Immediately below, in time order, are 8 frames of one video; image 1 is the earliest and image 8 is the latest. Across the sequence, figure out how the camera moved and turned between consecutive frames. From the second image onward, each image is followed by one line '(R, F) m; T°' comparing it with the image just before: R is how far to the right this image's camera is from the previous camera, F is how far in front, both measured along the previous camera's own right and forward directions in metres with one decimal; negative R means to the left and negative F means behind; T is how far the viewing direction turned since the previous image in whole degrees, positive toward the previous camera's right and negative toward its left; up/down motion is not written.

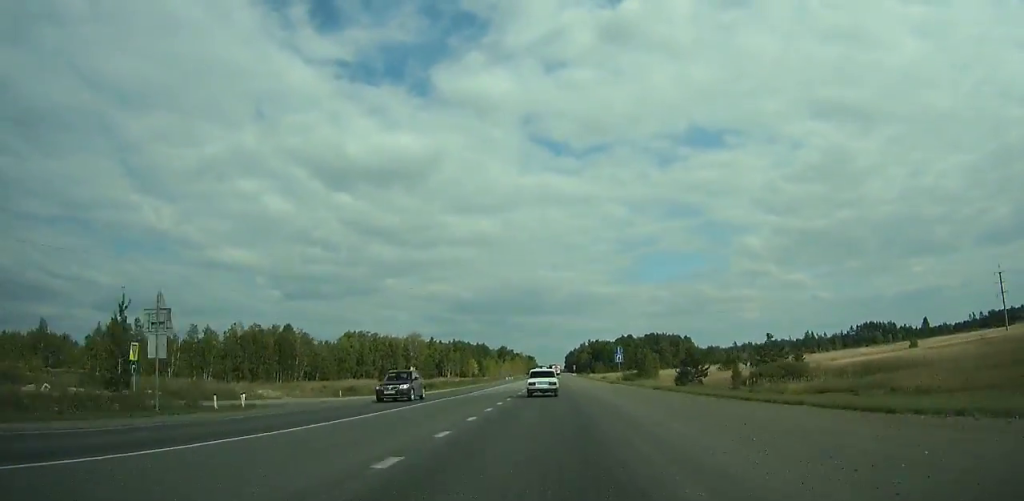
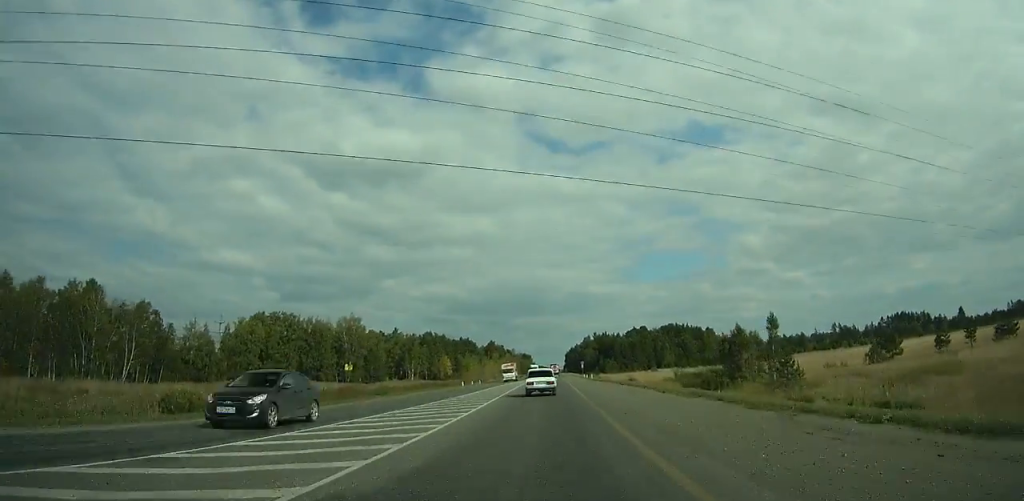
(+0.5, +69.9) m; +1°
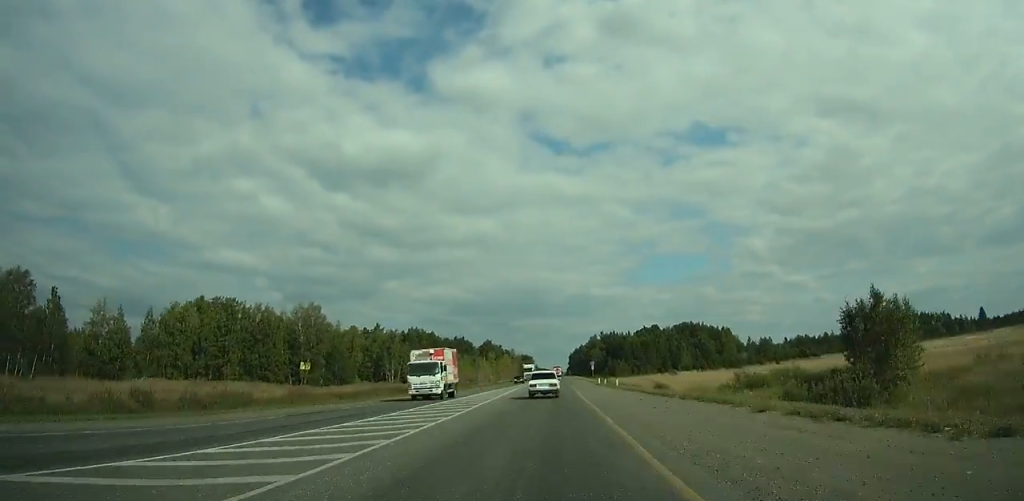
(+0.3, +29.4) m; 0°
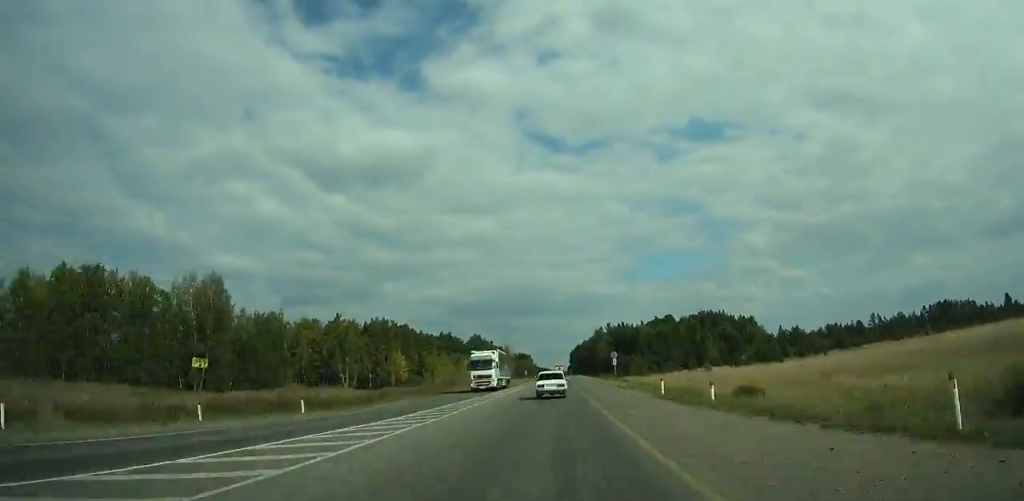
(-0.2, +40.1) m; -2°
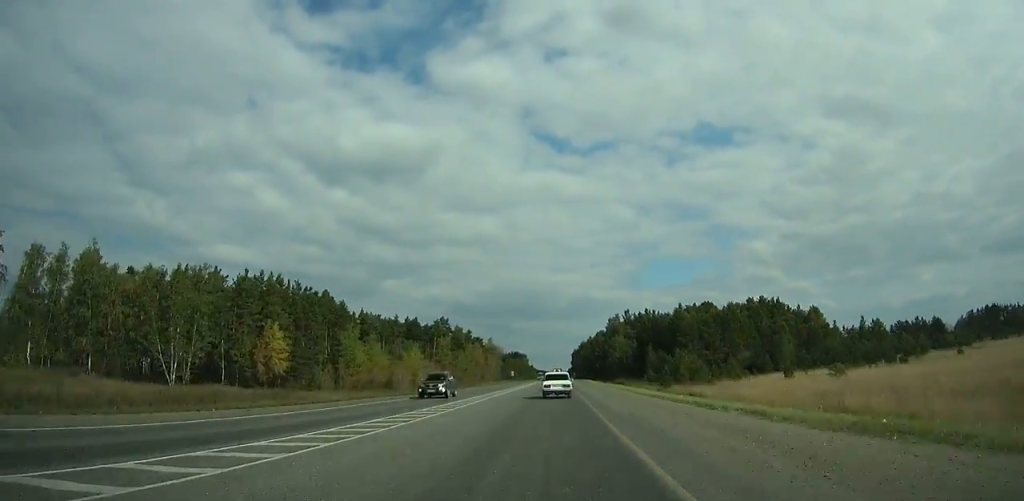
(-2.3, +66.8) m; -1°
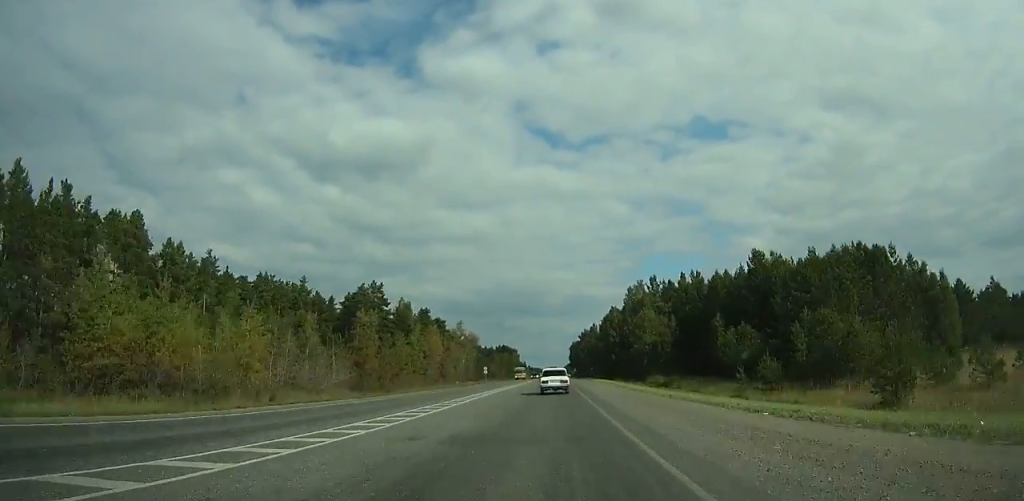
(+1.7, +58.5) m; +1°
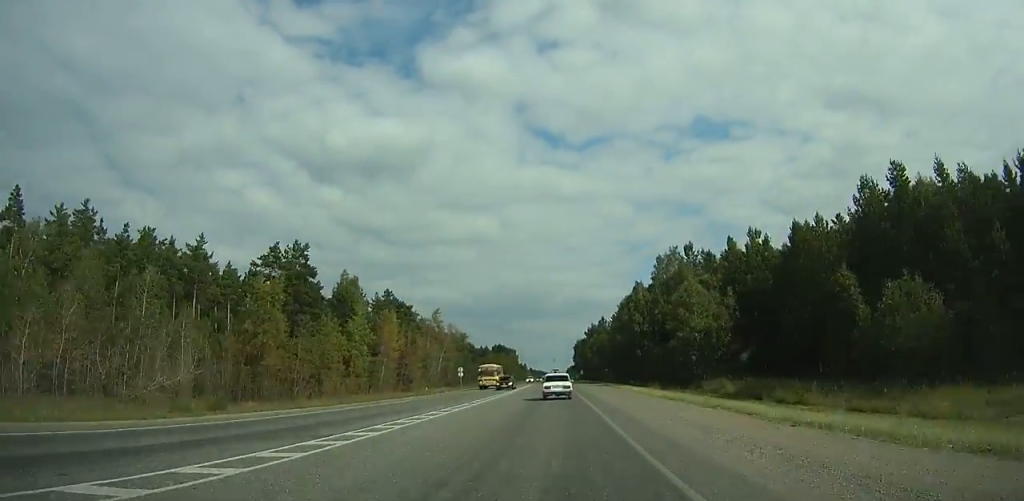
(-0.7, +33.7) m; 0°
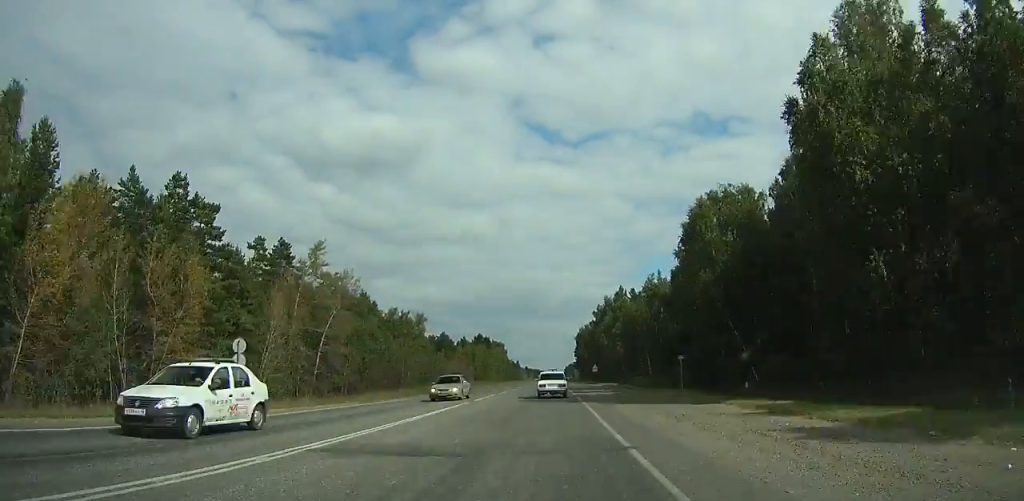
(+0.8, +63.4) m; +1°
